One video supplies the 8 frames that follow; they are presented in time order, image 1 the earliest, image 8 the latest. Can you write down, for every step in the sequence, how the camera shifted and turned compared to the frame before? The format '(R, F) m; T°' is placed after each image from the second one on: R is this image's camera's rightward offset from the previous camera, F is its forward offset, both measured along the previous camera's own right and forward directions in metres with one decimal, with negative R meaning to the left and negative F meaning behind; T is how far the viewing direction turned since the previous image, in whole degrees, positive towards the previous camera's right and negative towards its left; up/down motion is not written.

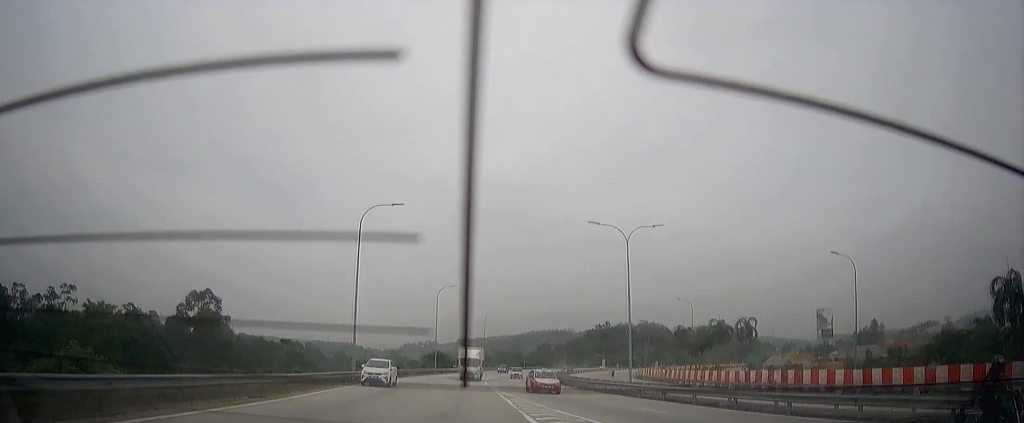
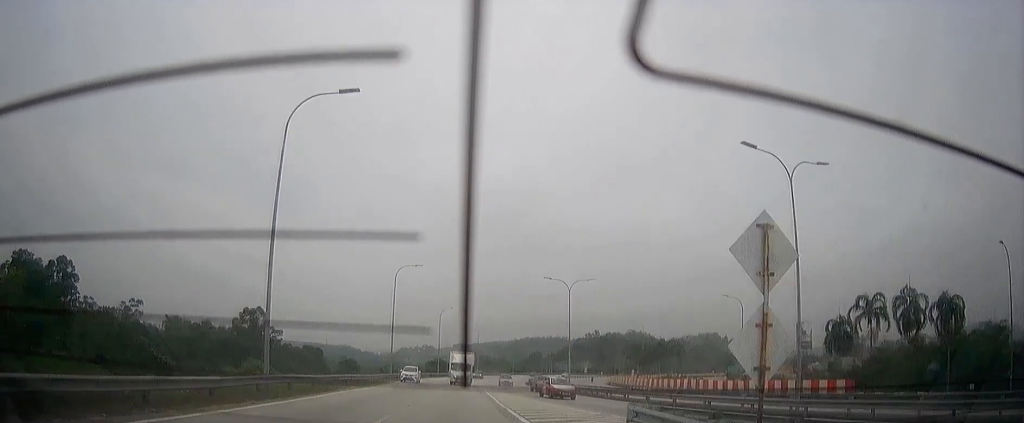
(-0.1, +21.3) m; 0°
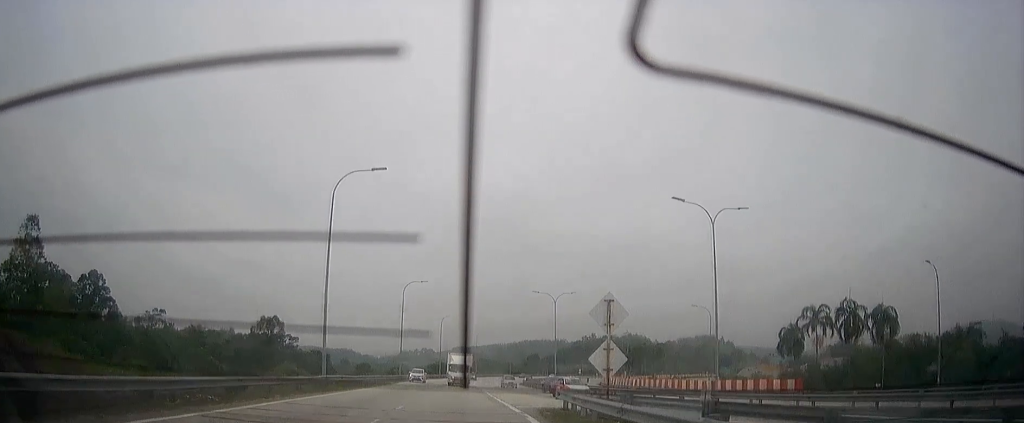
(0.0, +9.4) m; 0°
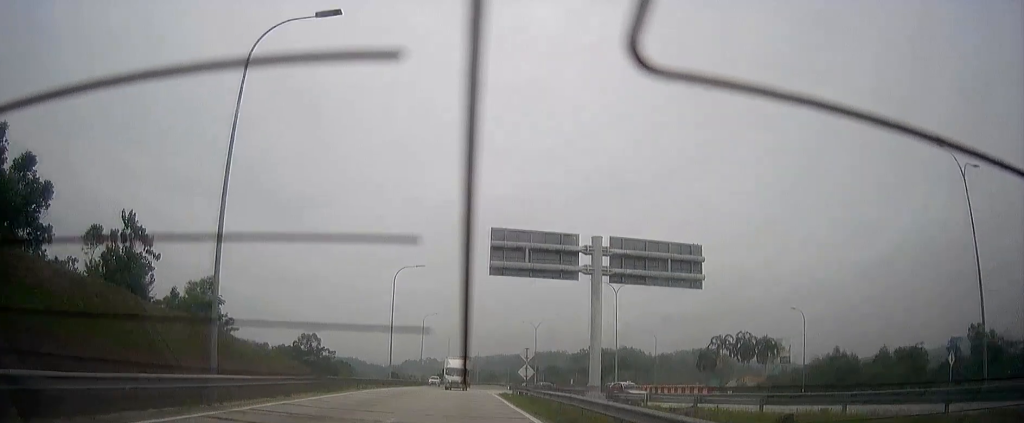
(+0.1, +25.1) m; 0°
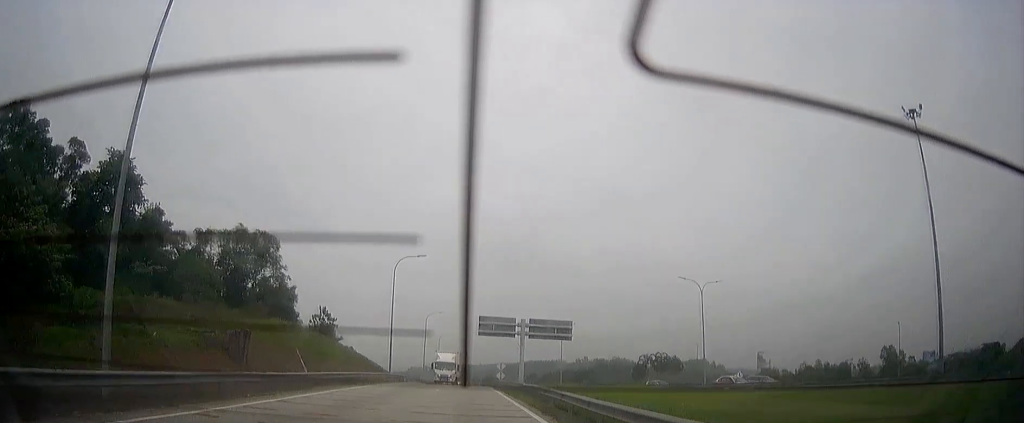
(+0.2, +37.4) m; 0°
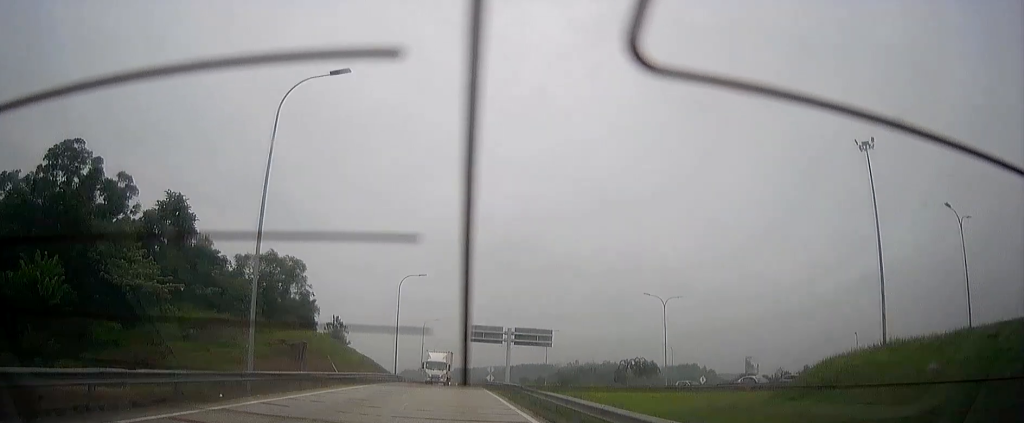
(0.0, +9.6) m; -1°
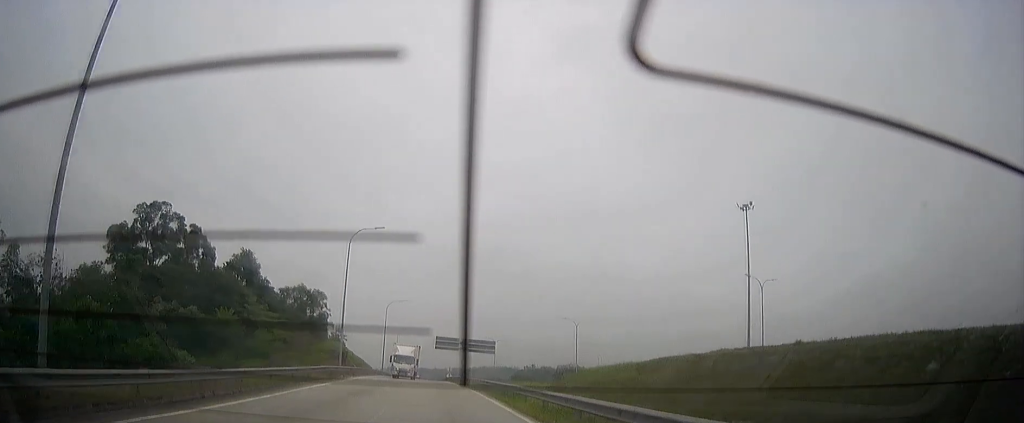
(-0.6, +26.4) m; -4°
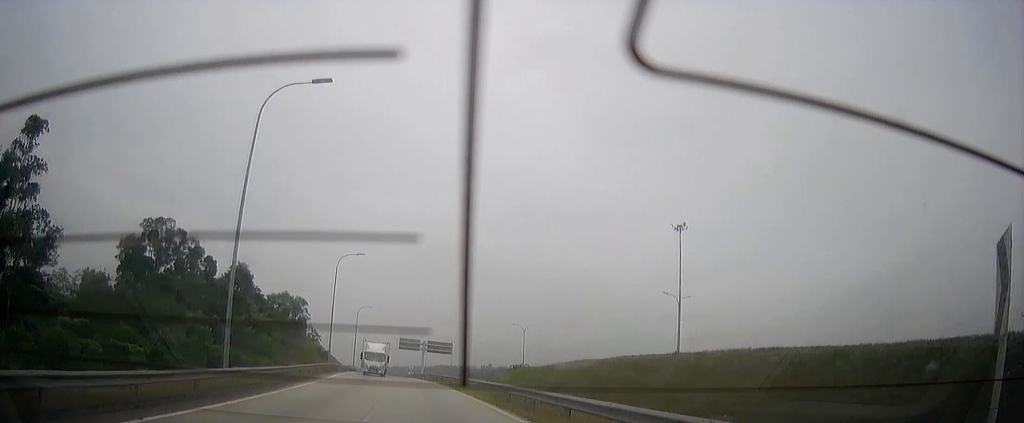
(-0.2, +12.5) m; -4°
